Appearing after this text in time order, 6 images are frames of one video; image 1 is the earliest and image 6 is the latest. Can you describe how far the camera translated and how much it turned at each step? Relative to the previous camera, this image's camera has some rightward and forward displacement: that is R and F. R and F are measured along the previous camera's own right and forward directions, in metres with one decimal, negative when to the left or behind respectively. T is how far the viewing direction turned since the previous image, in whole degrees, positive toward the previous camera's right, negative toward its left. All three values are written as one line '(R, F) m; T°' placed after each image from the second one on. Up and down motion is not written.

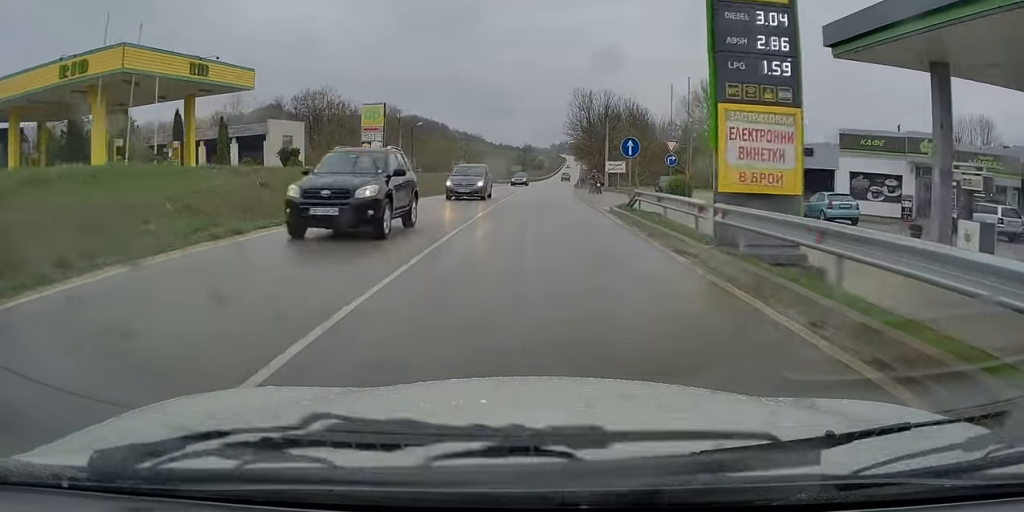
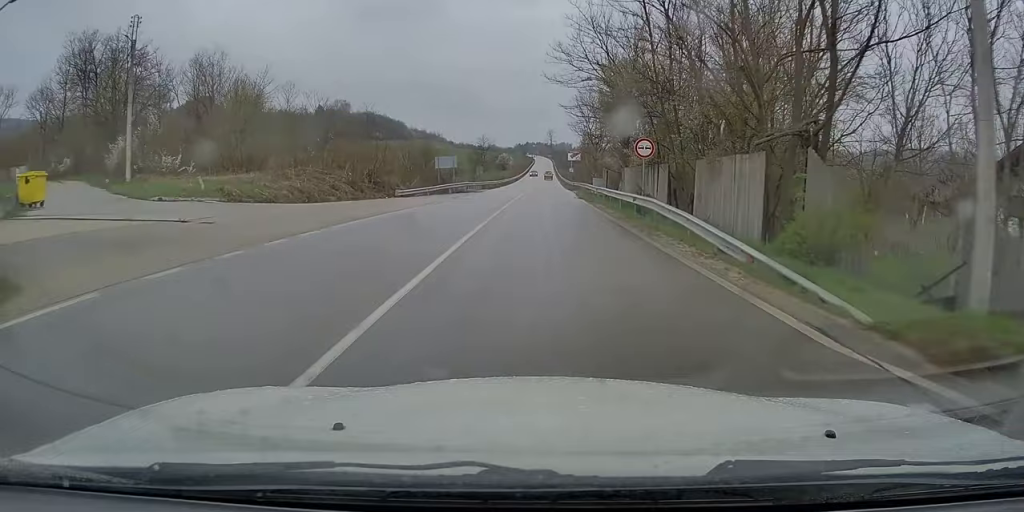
(+1.9, +59.3) m; +2°
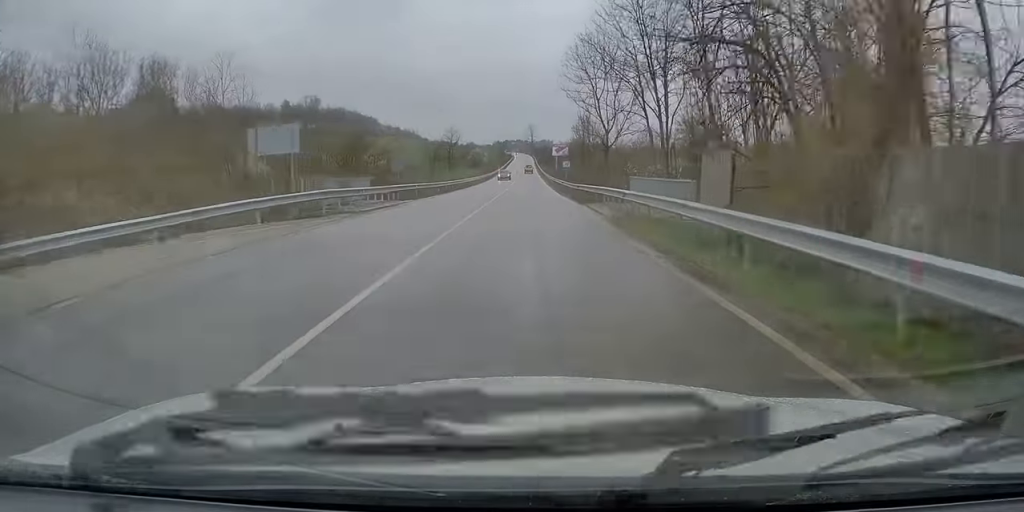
(+0.9, +33.1) m; +2°
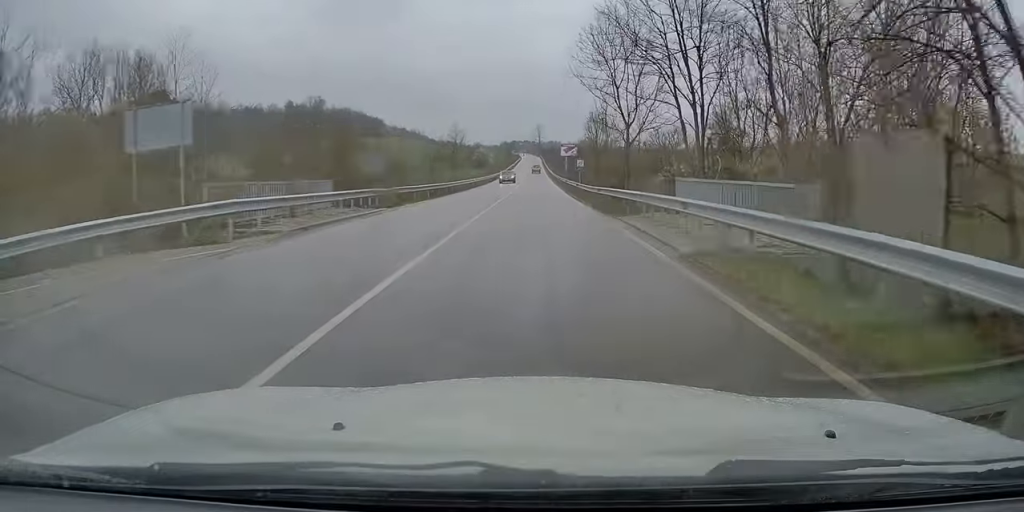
(+0.1, +7.6) m; 0°
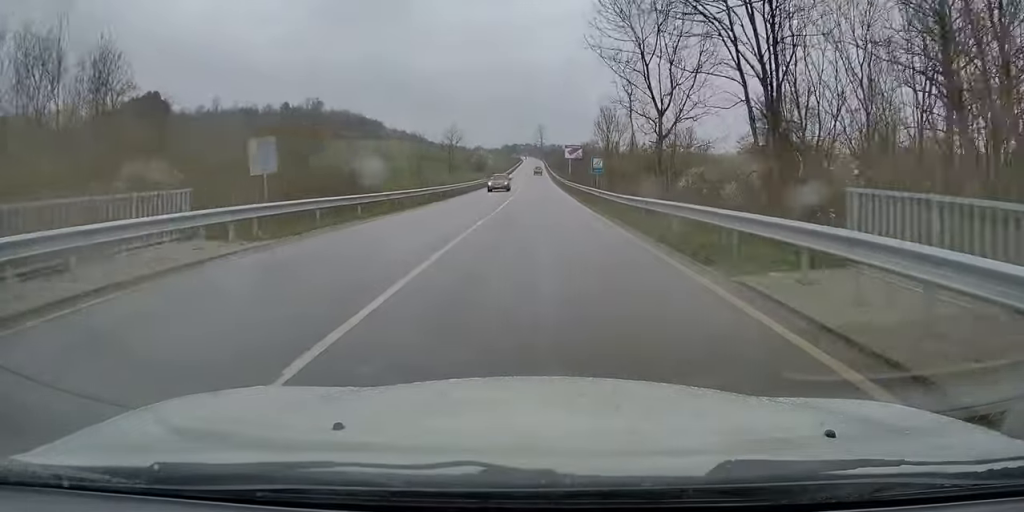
(-0.3, +11.3) m; 0°
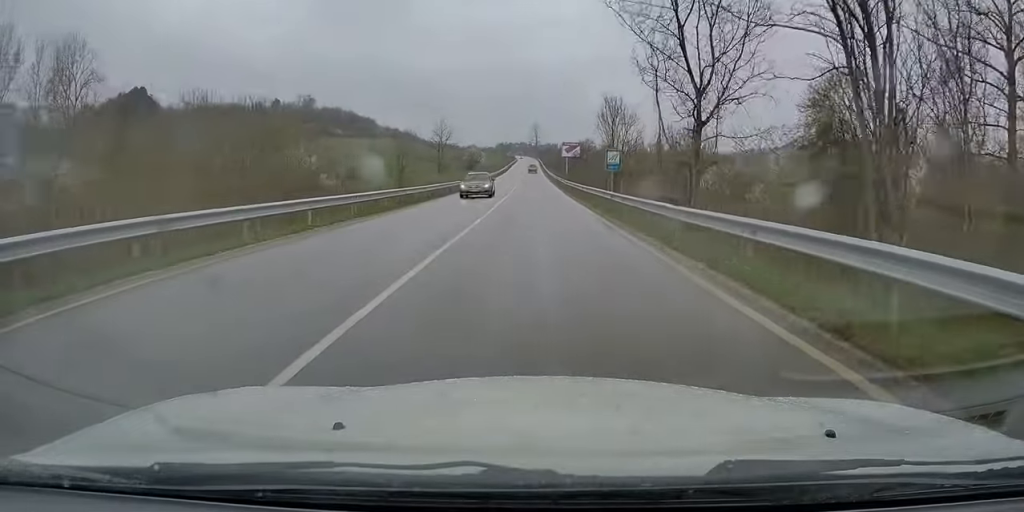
(0.0, +9.2) m; 0°
